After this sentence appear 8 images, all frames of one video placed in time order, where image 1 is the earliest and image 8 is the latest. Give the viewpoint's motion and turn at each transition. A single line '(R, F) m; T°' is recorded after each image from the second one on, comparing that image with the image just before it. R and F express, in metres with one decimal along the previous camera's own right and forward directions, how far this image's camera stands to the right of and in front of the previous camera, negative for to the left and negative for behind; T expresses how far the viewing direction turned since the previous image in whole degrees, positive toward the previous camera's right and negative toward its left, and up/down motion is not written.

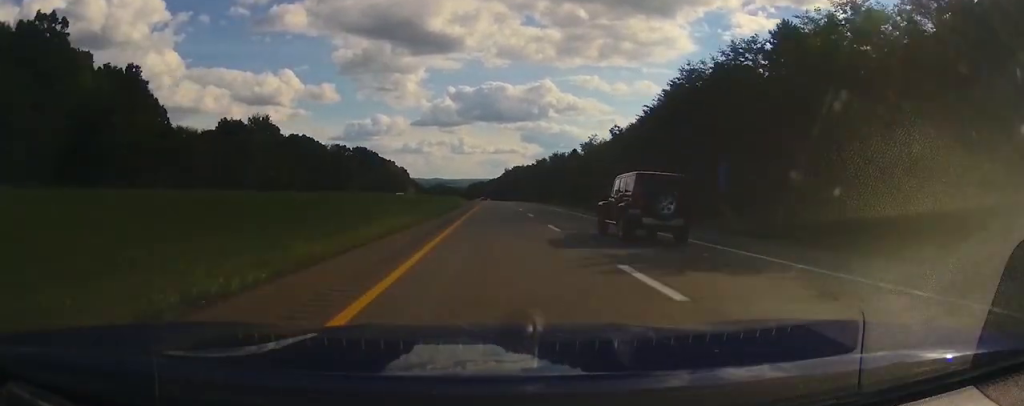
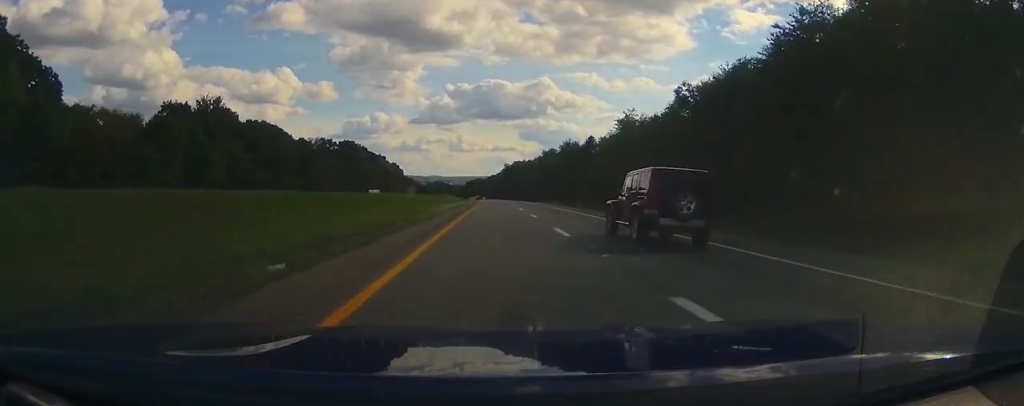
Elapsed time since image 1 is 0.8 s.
(0.0, +27.4) m; 0°
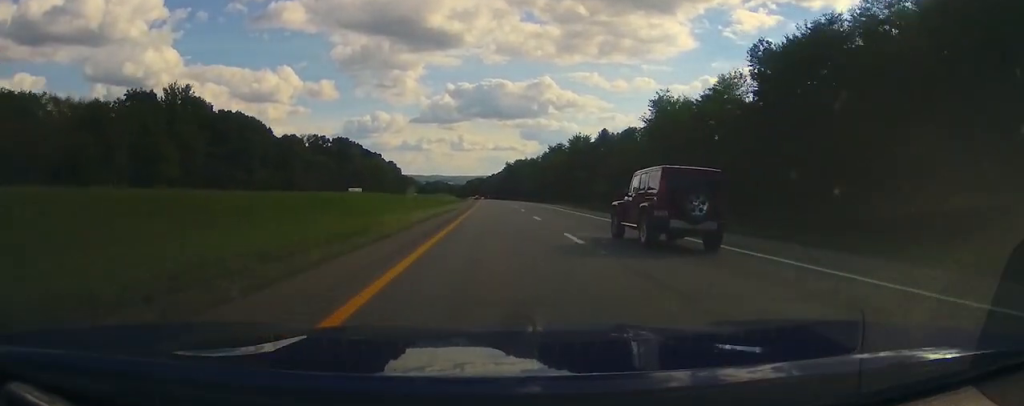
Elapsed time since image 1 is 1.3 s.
(0.0, +14.3) m; 0°
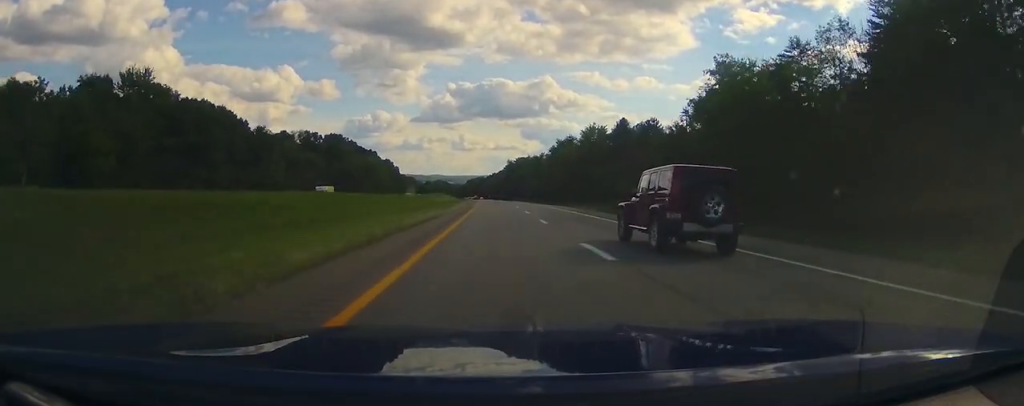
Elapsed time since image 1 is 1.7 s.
(0.0, +15.3) m; 0°
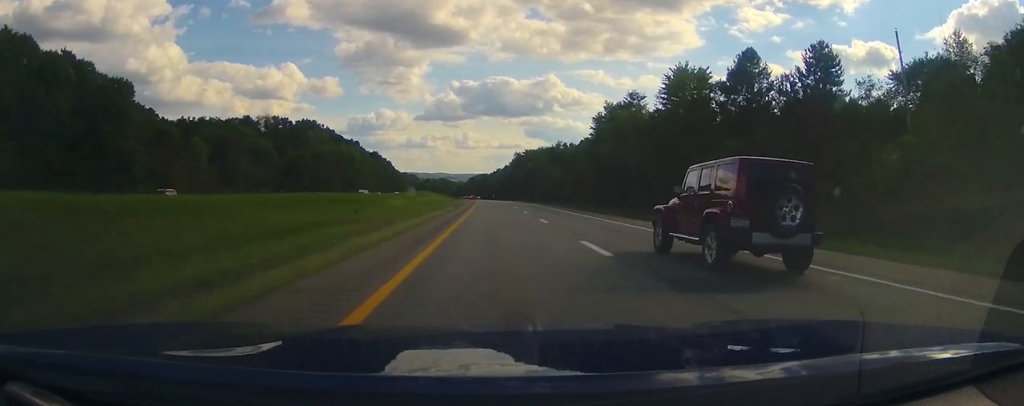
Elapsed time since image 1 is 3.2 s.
(0.0, +47.9) m; -1°
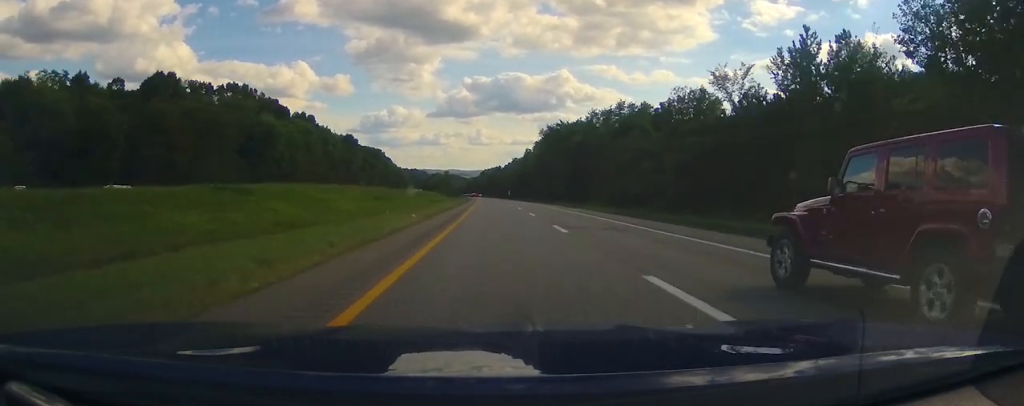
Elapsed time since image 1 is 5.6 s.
(-1.2, +78.9) m; -2°
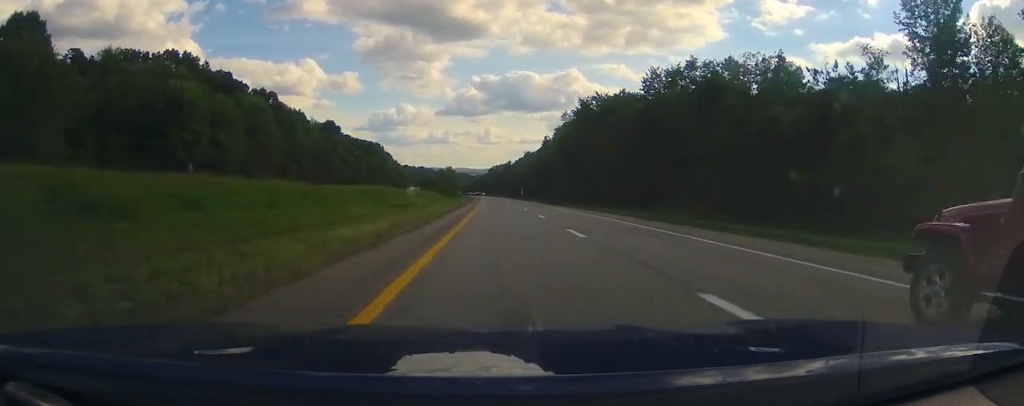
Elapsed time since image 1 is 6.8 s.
(-0.2, +37.9) m; -1°
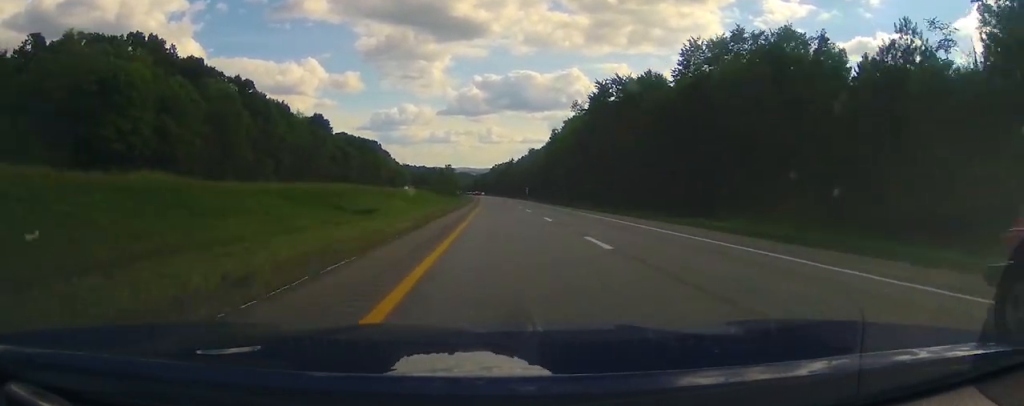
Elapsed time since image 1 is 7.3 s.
(-0.1, +15.3) m; 0°
